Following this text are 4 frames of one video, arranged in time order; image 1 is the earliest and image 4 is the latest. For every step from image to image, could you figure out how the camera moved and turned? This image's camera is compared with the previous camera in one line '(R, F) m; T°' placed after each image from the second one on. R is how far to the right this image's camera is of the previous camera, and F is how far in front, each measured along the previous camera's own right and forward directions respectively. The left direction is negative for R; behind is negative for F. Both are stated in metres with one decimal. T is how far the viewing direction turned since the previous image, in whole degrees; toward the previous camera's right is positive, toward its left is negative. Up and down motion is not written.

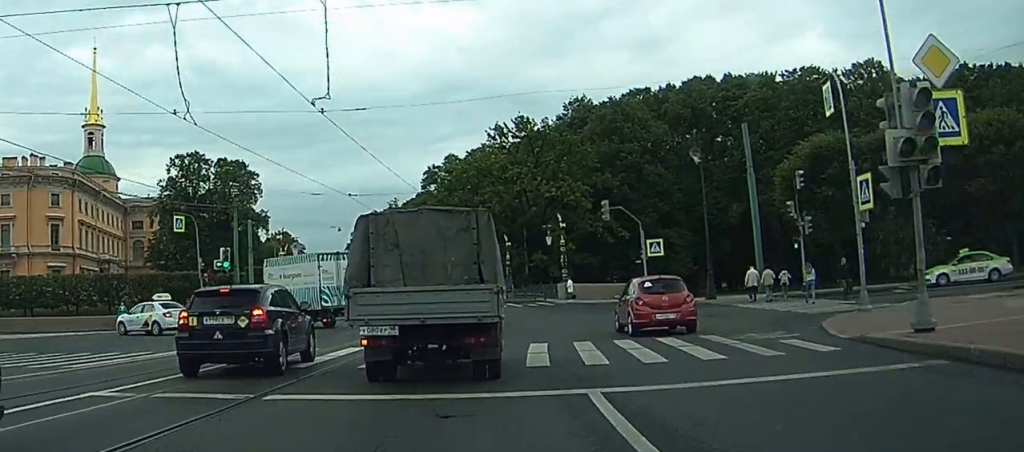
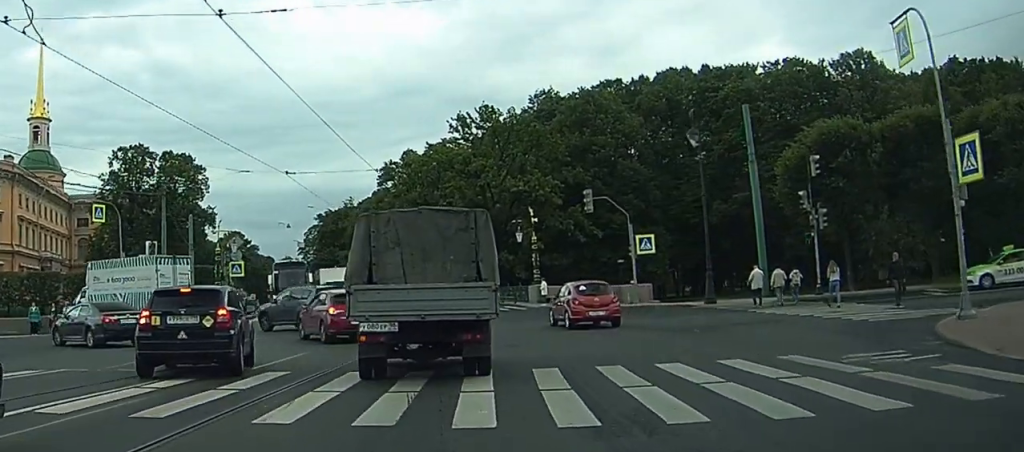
(+0.6, +7.7) m; +6°
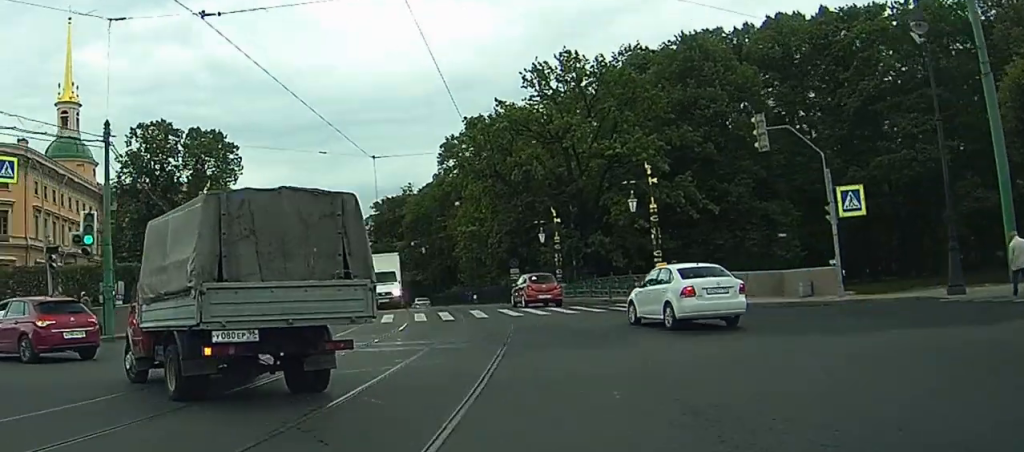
(+0.6, +17.7) m; +1°
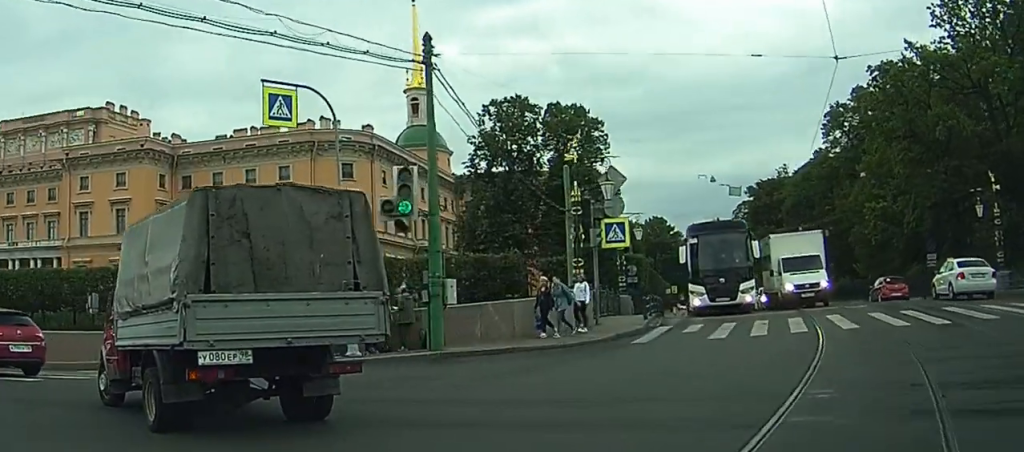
(-0.7, +12.2) m; -9°
